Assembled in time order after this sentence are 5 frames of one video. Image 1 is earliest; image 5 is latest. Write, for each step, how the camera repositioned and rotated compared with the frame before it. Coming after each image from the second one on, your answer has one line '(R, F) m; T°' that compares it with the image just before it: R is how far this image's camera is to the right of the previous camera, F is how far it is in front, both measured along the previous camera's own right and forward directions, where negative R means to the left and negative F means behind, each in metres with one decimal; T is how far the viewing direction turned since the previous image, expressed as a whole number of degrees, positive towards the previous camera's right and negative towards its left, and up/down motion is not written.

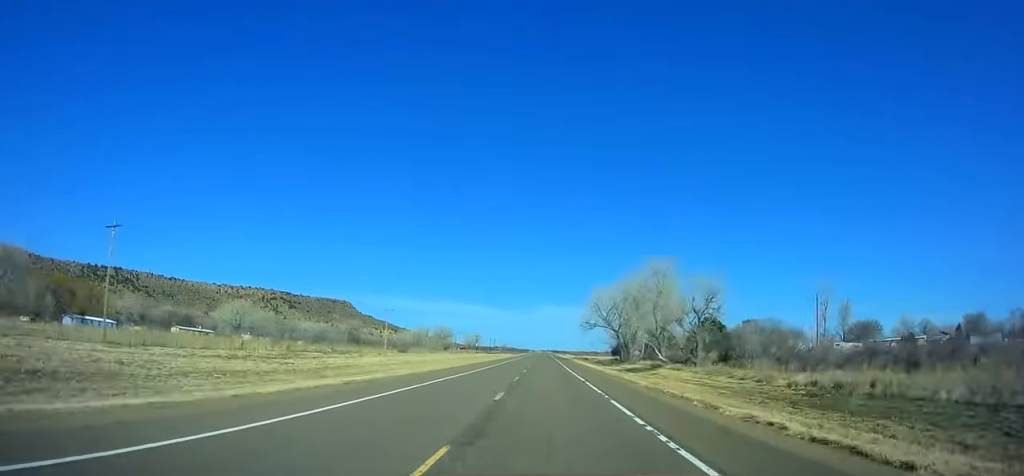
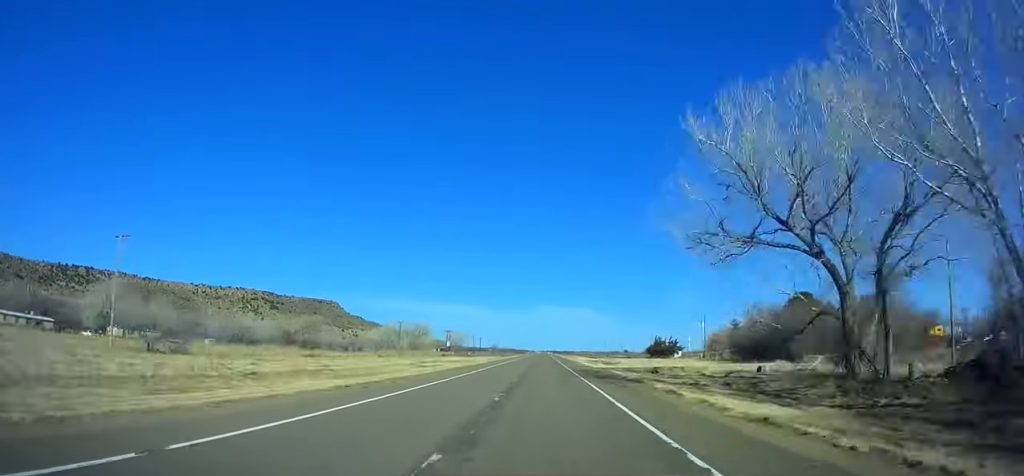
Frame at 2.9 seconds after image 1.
(-0.5, +85.3) m; 0°
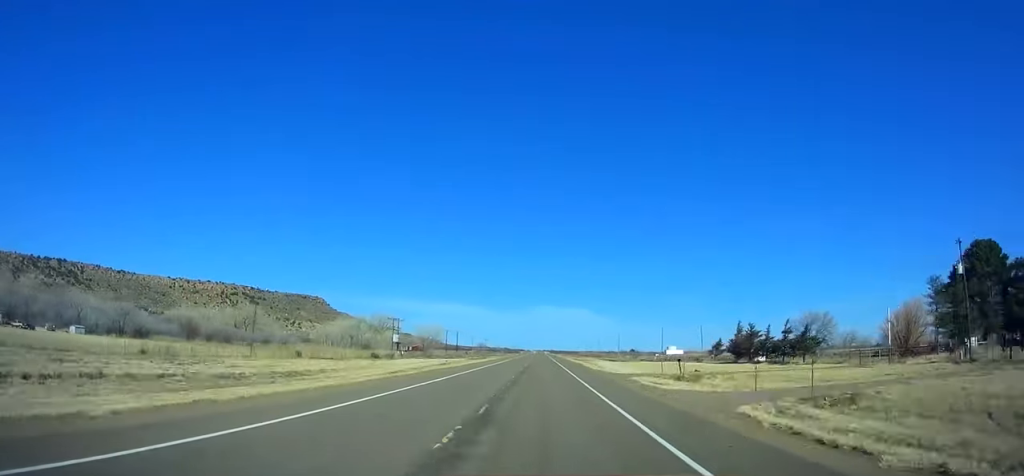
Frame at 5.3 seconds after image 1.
(0.0, +70.3) m; 0°
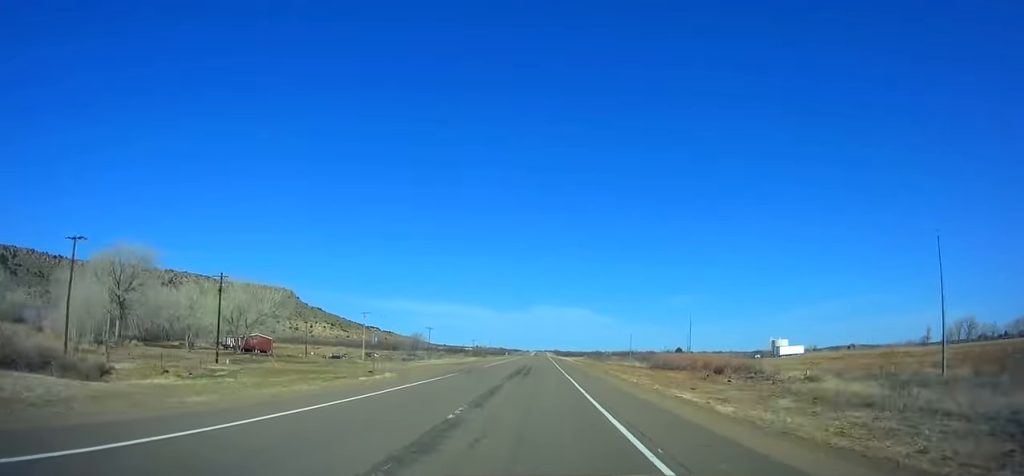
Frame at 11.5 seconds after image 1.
(+1.3, +180.1) m; +1°
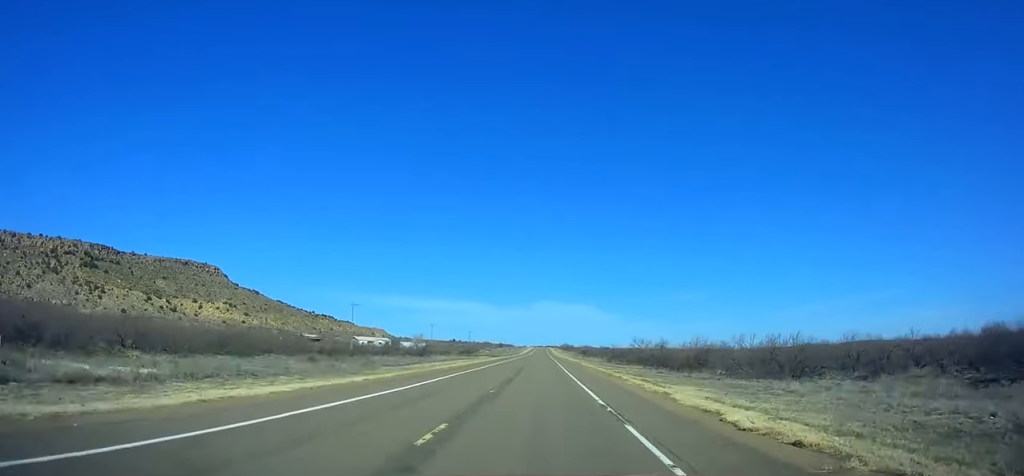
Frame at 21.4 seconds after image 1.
(-2.7, +285.8) m; -1°
